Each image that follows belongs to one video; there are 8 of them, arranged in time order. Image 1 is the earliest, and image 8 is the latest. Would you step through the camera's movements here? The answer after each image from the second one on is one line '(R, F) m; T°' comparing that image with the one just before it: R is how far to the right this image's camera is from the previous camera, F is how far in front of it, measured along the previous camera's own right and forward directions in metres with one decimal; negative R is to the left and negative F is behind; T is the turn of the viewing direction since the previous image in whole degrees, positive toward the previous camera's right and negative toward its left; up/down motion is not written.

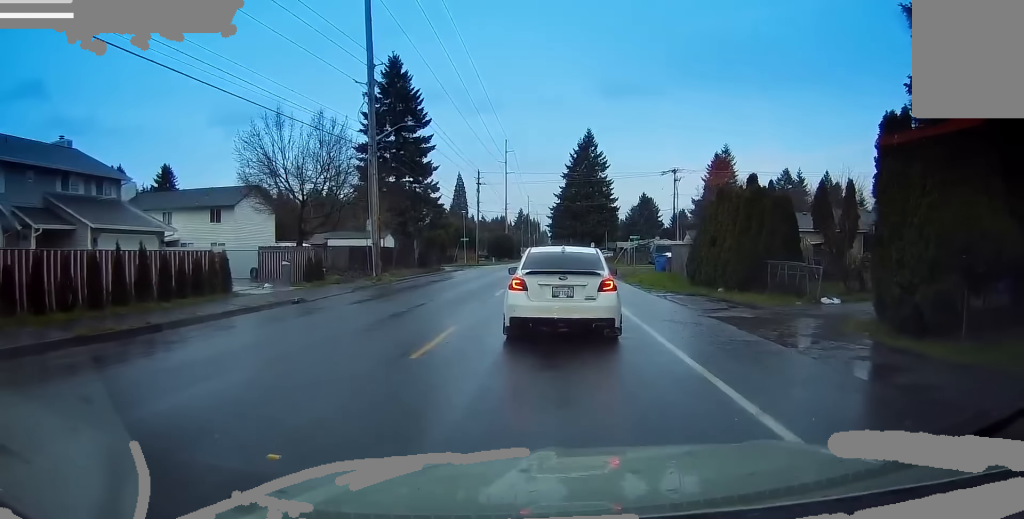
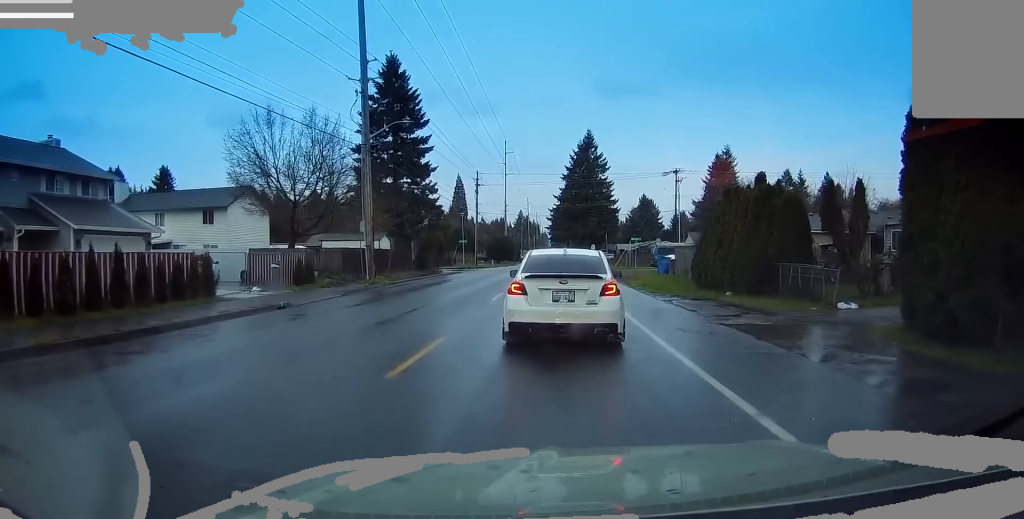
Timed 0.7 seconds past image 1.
(0.0, +1.7) m; 0°
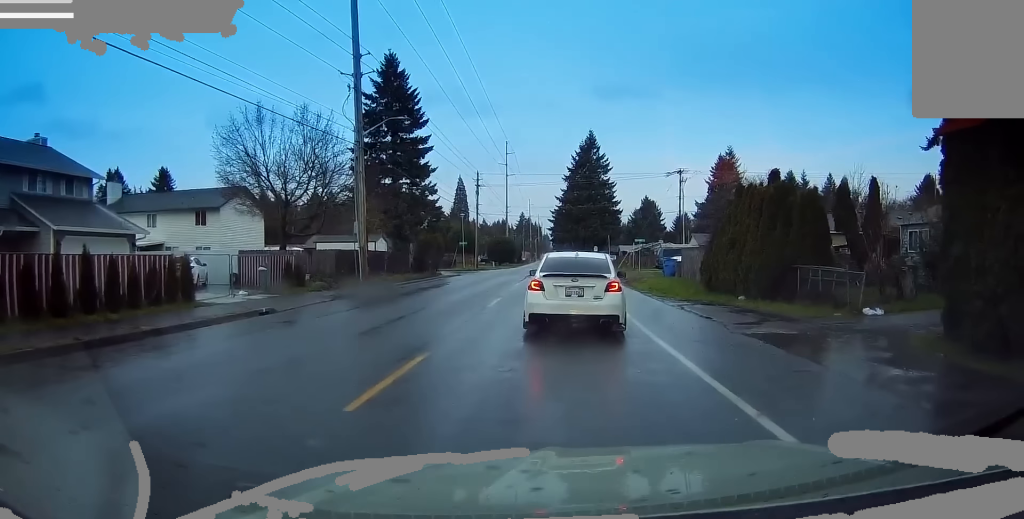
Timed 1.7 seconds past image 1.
(0.0, +2.3) m; 0°
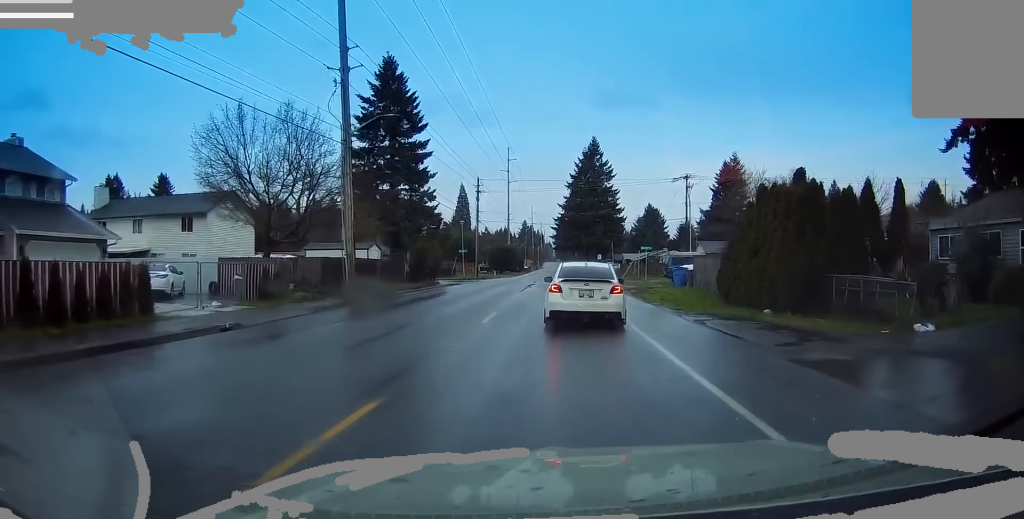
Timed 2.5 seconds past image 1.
(0.0, +2.8) m; -1°
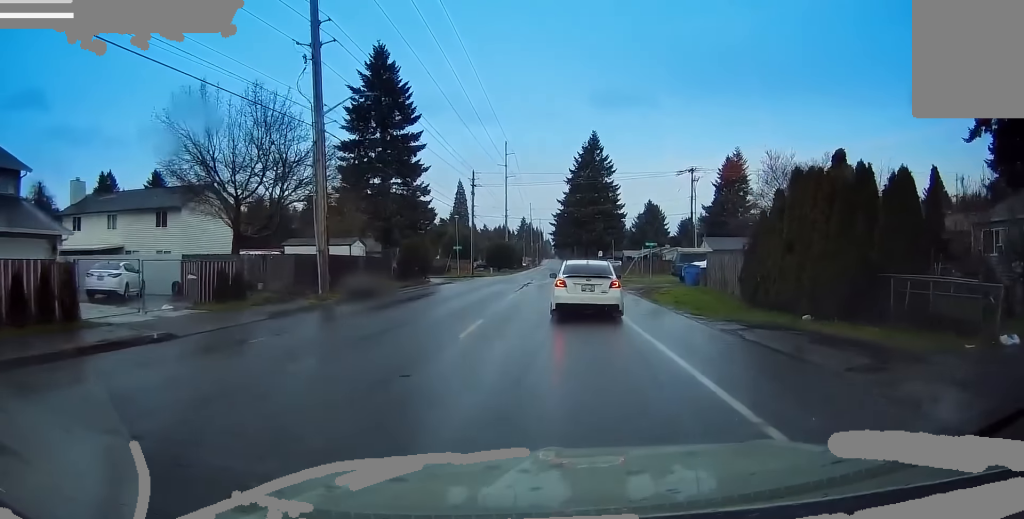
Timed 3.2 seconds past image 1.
(0.0, +3.2) m; -3°
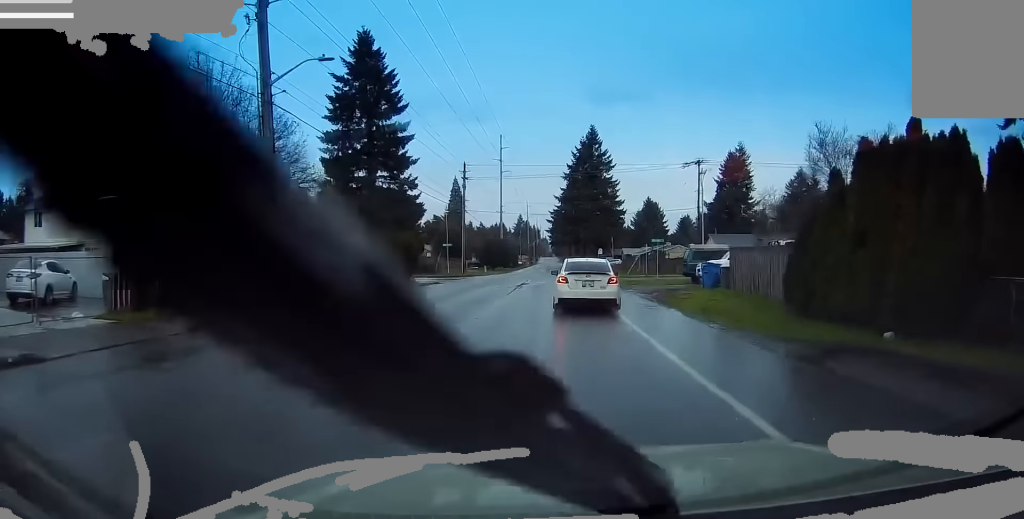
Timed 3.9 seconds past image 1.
(-0.1, +4.1) m; 0°
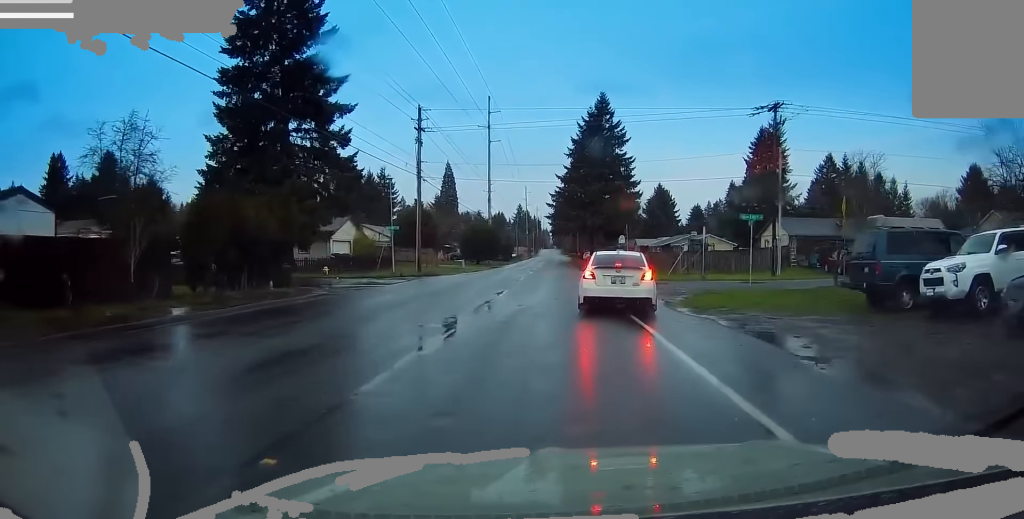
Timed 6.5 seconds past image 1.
(+1.2, +20.8) m; +5°
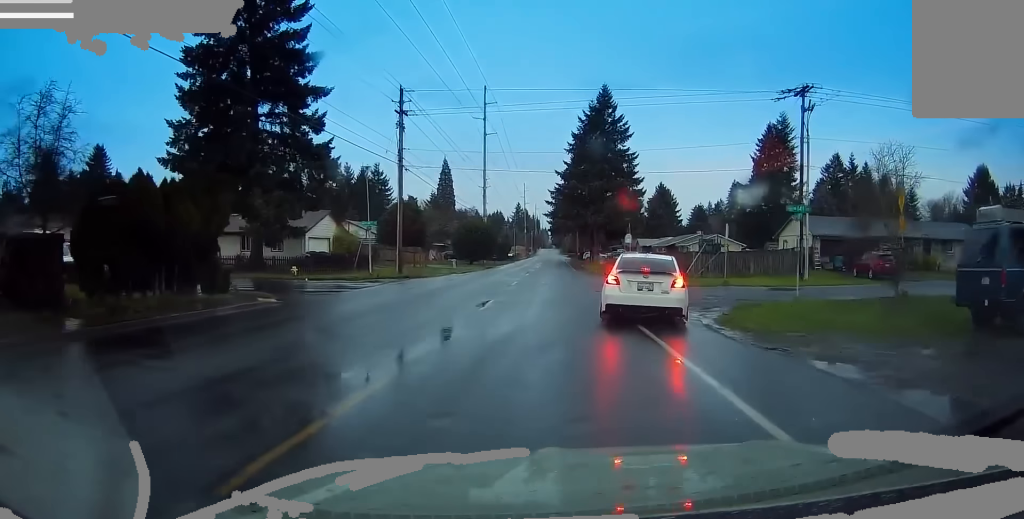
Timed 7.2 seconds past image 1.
(0.0, +5.5) m; 0°
